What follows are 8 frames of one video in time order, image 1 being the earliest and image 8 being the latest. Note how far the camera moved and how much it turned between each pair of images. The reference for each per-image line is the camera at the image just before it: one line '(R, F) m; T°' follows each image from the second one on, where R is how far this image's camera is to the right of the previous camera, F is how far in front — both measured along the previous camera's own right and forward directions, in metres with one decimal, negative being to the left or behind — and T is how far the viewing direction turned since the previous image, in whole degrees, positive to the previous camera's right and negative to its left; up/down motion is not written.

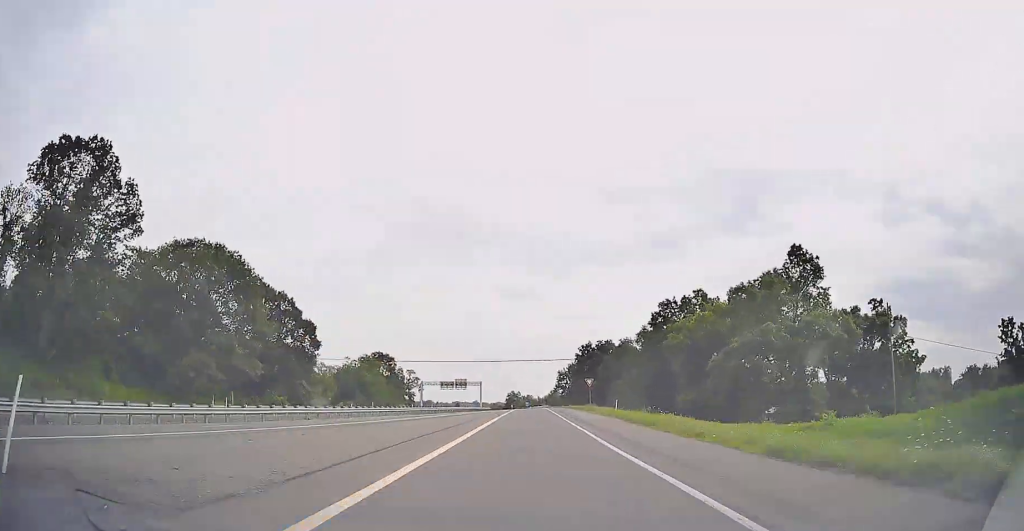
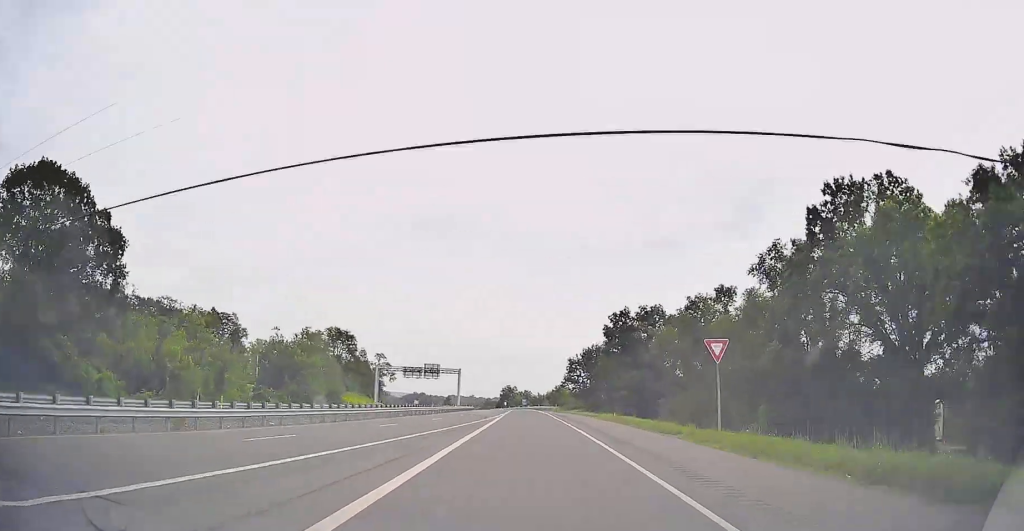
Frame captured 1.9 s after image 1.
(0.0, +52.2) m; -1°
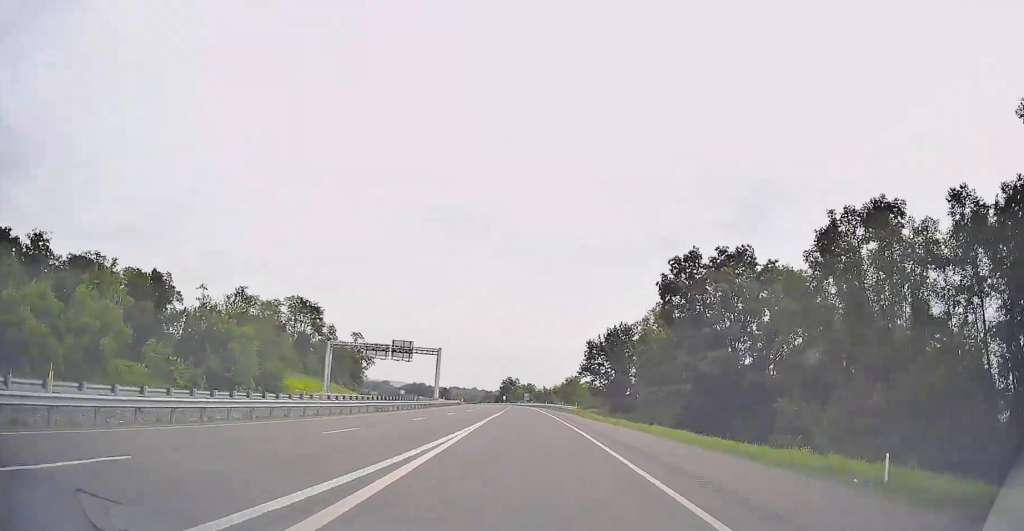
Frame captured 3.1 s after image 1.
(+0.1, +34.3) m; -1°
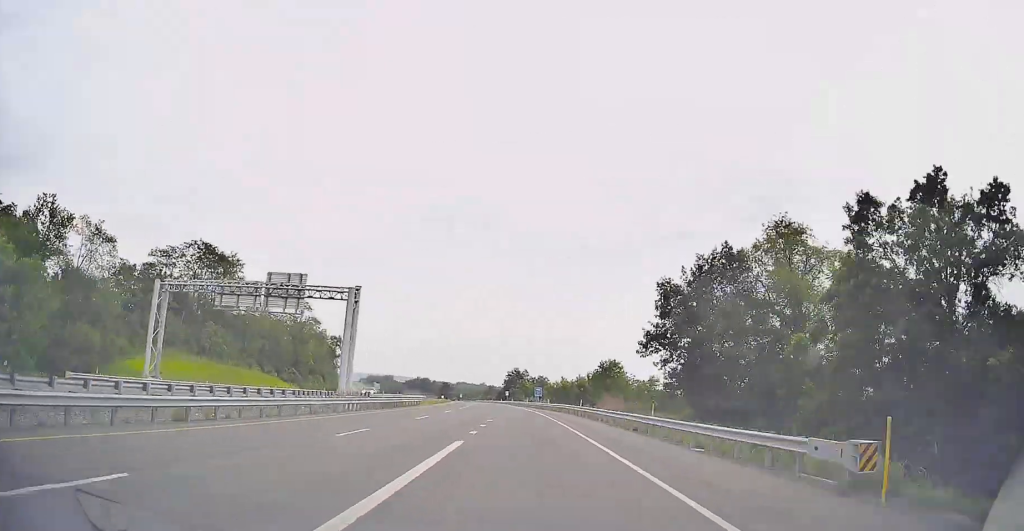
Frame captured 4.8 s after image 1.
(+0.3, +48.8) m; -2°
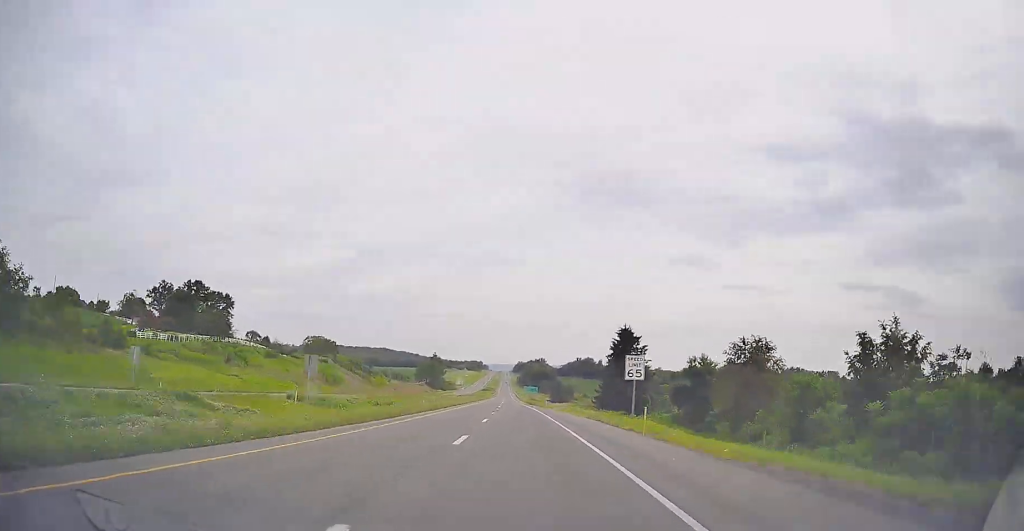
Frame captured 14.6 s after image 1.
(-40.9, +295.9) m; -15°
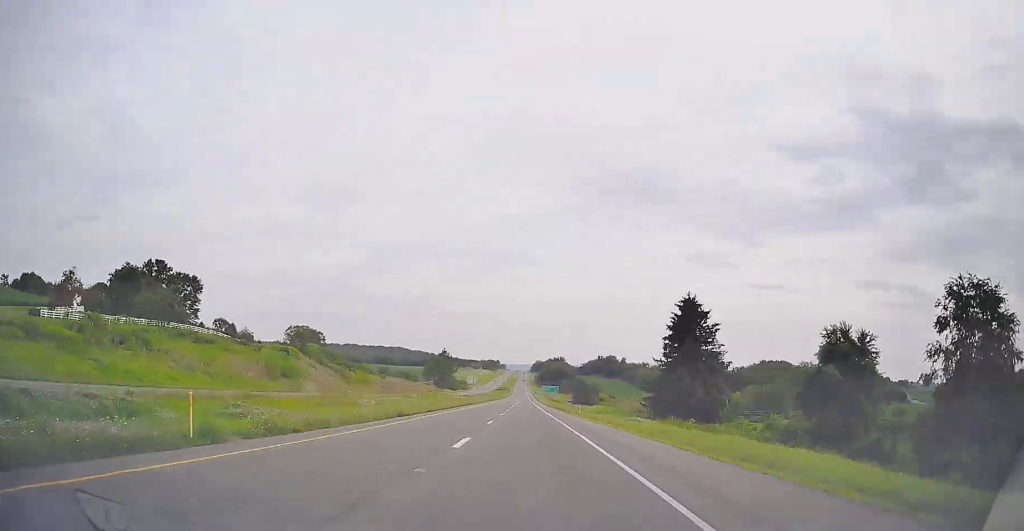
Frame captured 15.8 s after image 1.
(-0.8, +38.7) m; -1°
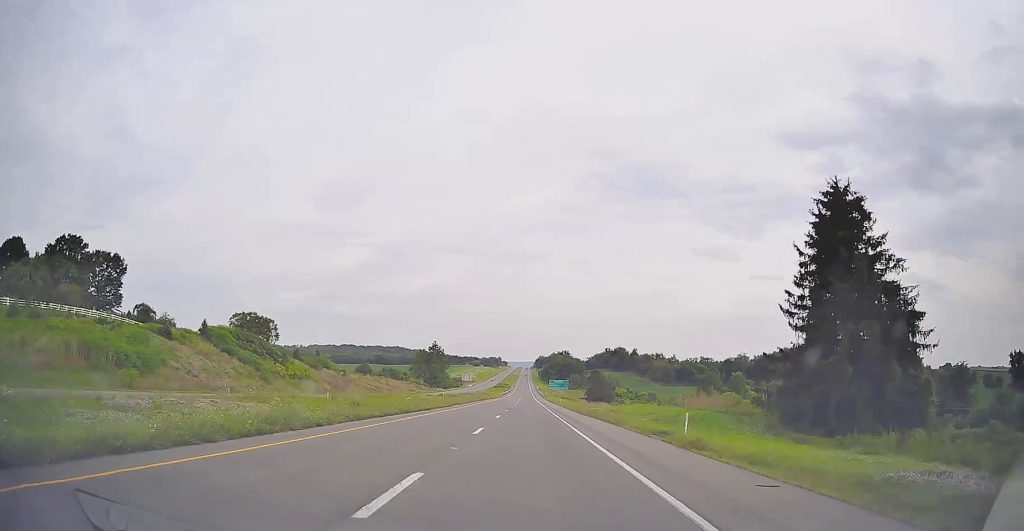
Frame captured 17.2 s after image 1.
(-0.5, +45.9) m; -1°
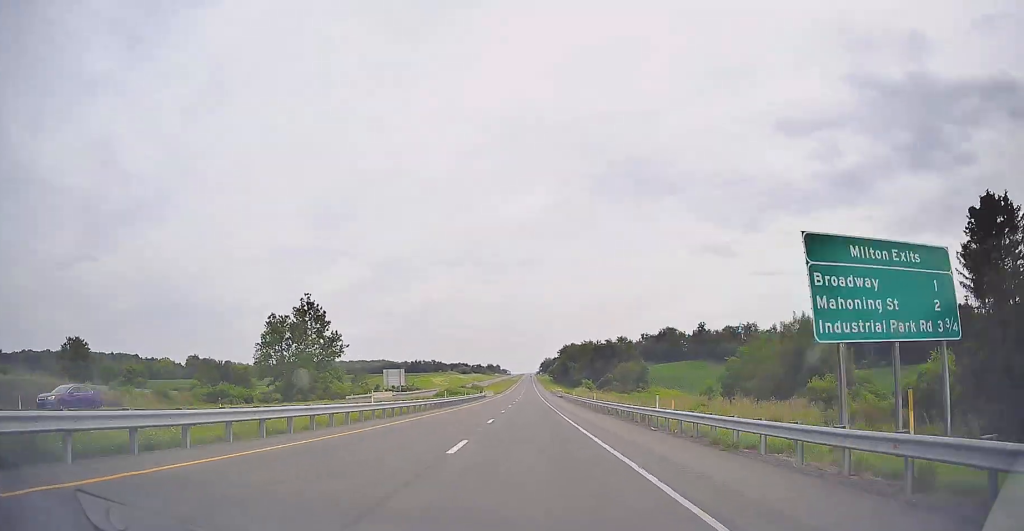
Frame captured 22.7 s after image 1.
(-1.7, +185.4) m; -1°
